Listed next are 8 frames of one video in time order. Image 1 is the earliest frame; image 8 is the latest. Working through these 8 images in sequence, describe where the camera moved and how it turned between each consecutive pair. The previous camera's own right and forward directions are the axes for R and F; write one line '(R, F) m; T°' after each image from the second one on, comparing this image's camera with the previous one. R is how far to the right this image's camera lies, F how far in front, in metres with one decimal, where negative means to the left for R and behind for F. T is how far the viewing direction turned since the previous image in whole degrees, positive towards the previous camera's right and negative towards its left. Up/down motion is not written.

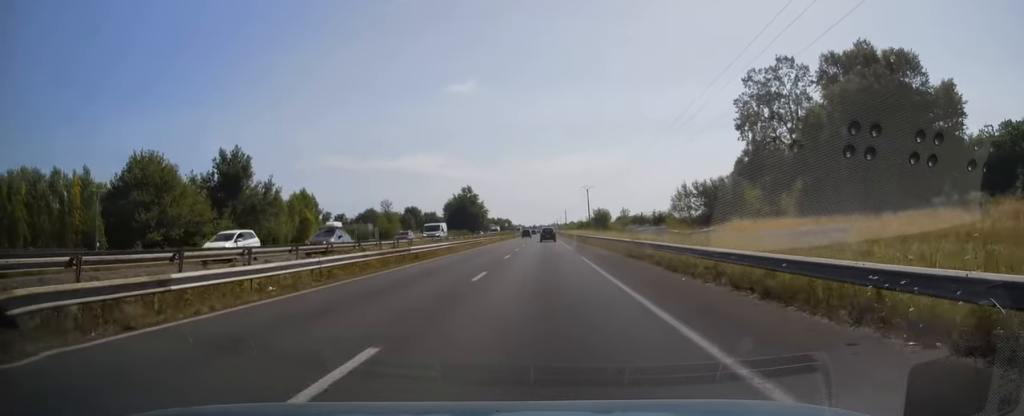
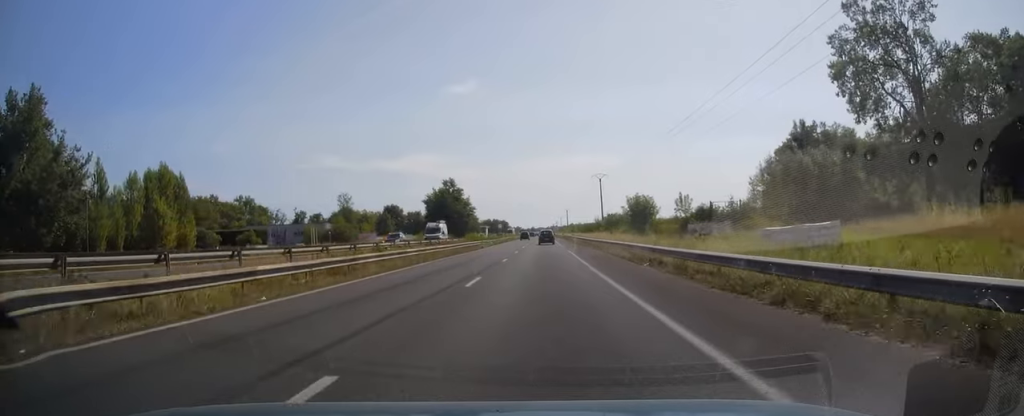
(+0.1, +40.2) m; 0°
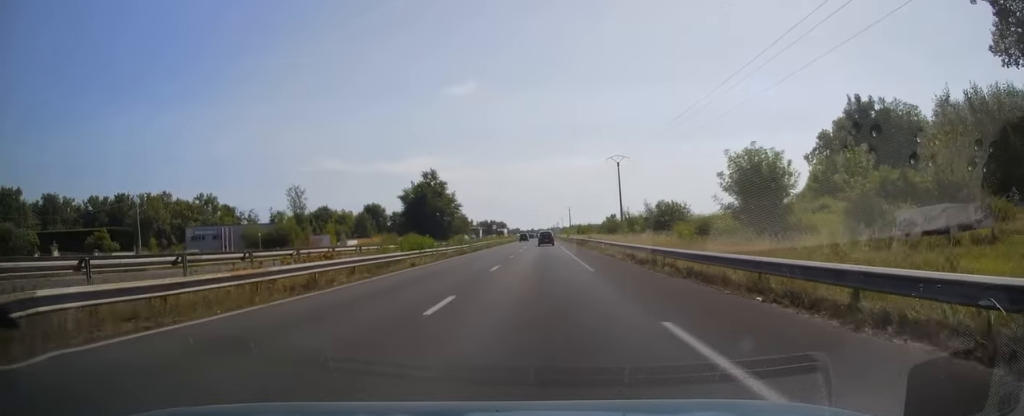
(0.0, +31.0) m; 0°
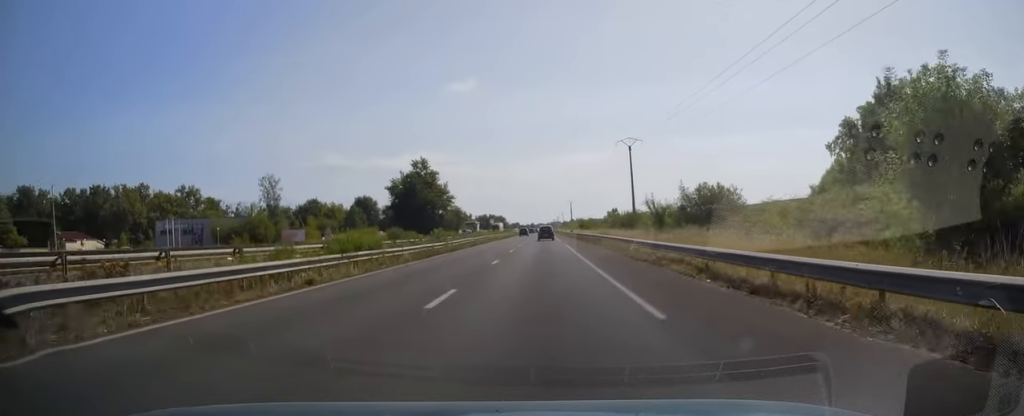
(-0.1, +12.7) m; 0°
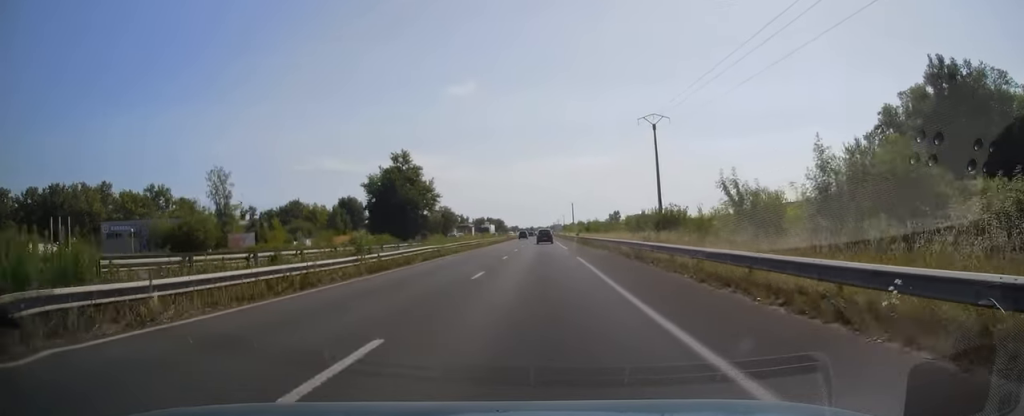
(+0.3, +18.8) m; 0°
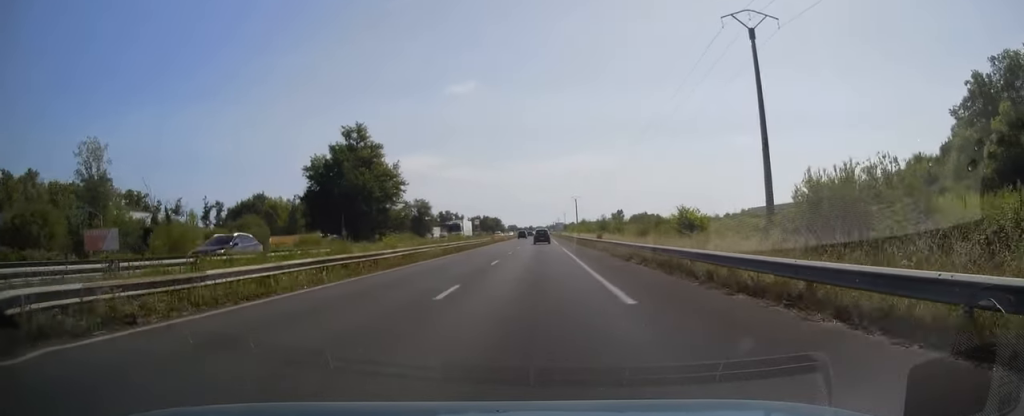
(-0.1, +31.0) m; -1°
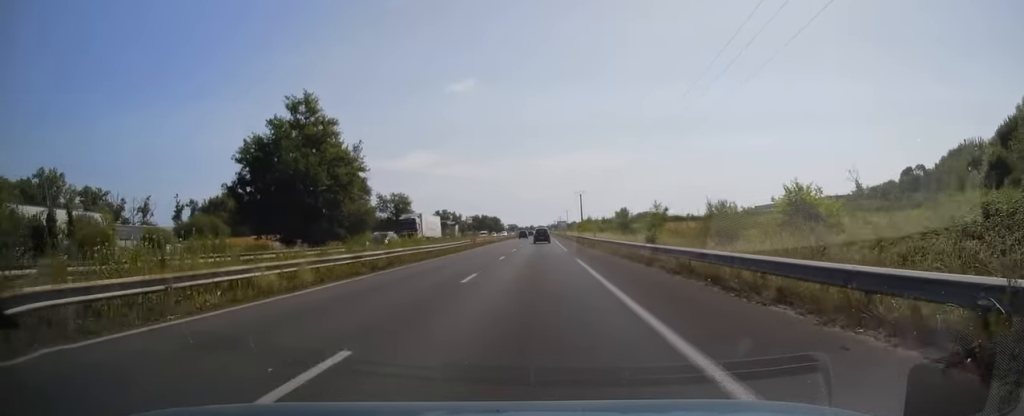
(-0.1, +21.8) m; 0°
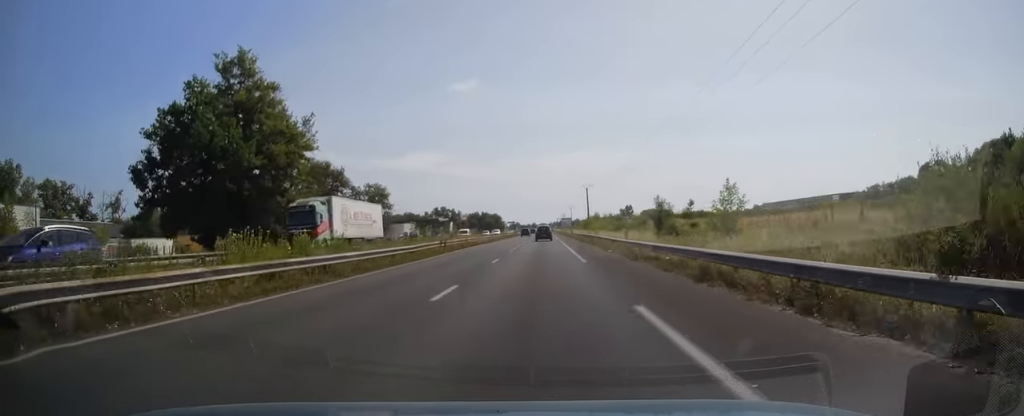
(0.0, +18.2) m; 0°
